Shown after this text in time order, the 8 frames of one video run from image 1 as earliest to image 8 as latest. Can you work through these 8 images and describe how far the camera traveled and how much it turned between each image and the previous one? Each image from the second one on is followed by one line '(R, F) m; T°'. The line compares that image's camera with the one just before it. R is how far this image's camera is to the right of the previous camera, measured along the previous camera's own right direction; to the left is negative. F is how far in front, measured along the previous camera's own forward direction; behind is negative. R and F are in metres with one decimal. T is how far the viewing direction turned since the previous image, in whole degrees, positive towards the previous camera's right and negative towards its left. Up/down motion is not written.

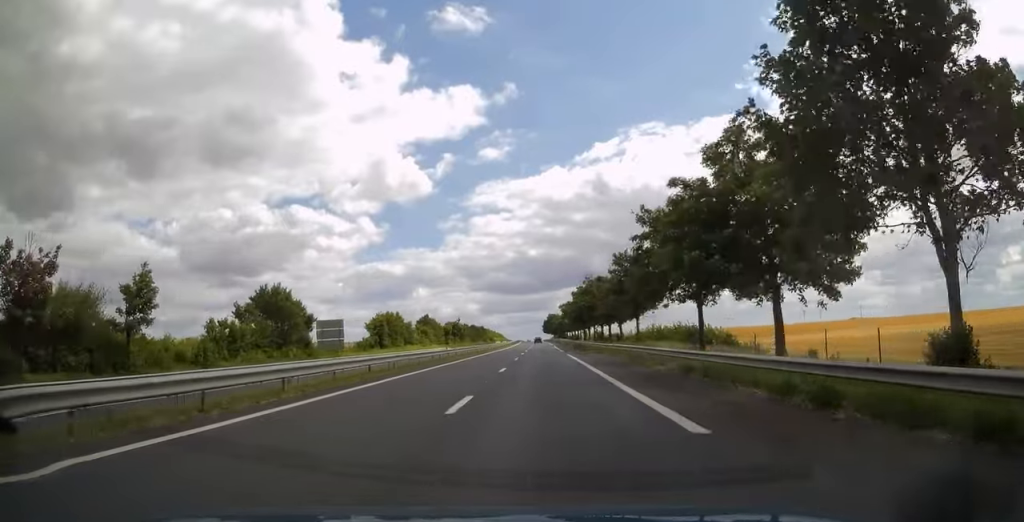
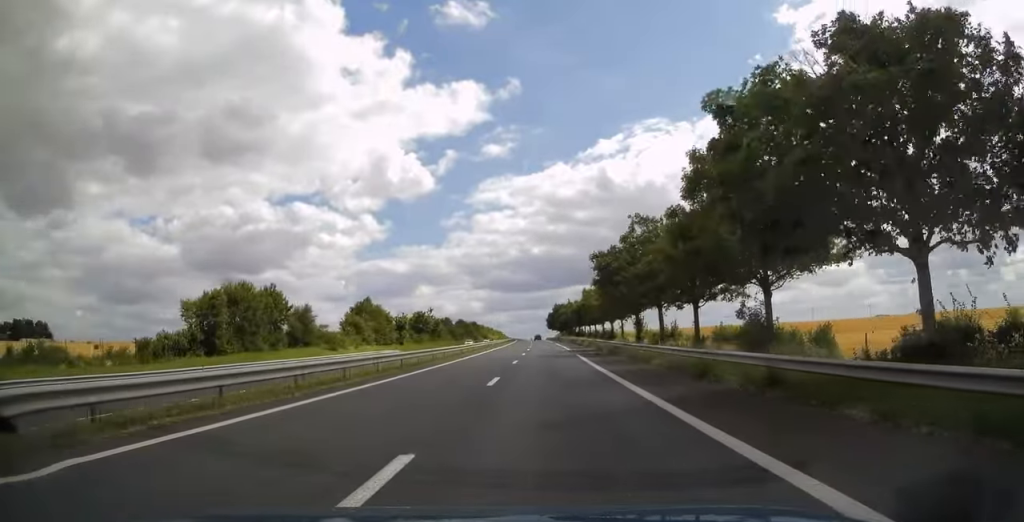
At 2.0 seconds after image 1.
(-0.1, +59.8) m; 0°
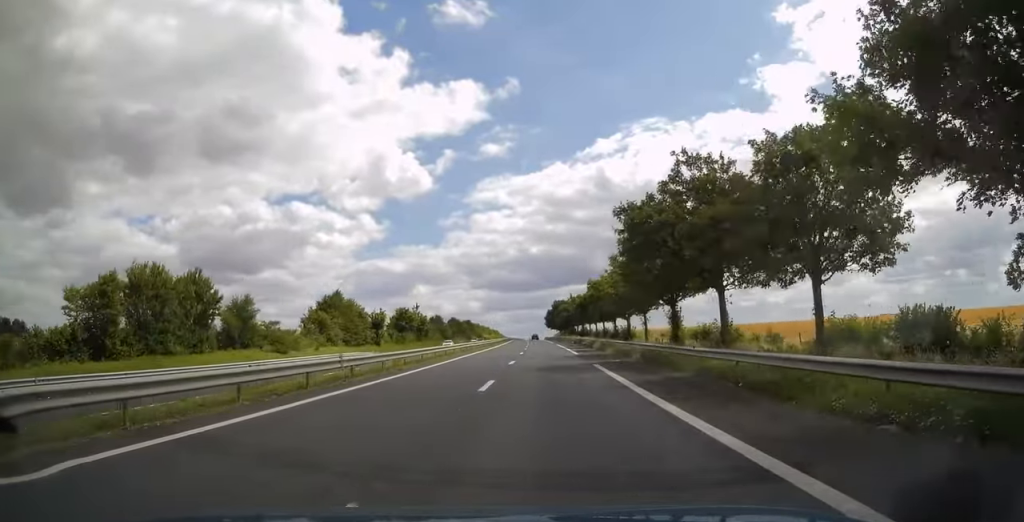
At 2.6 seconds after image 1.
(0.0, +15.2) m; 0°
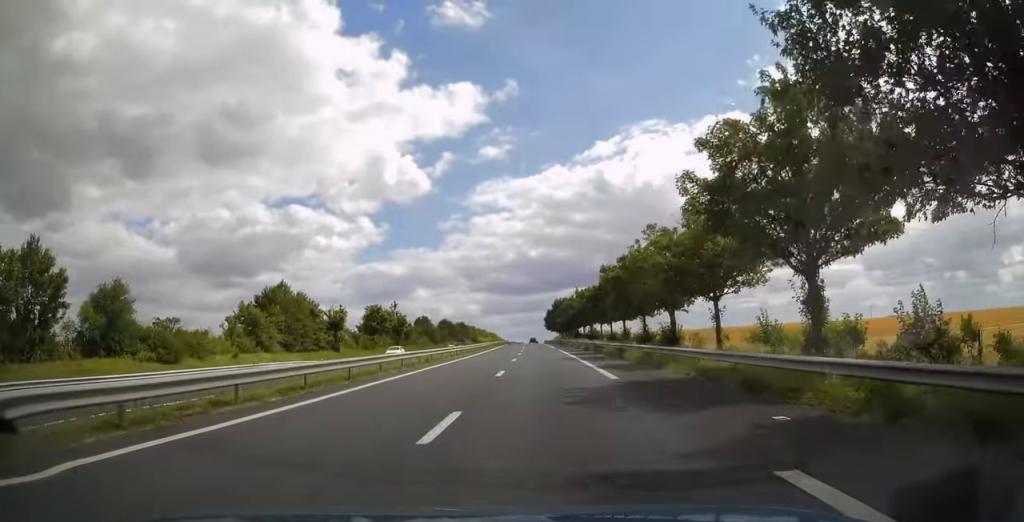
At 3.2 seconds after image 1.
(0.0, +20.0) m; 0°
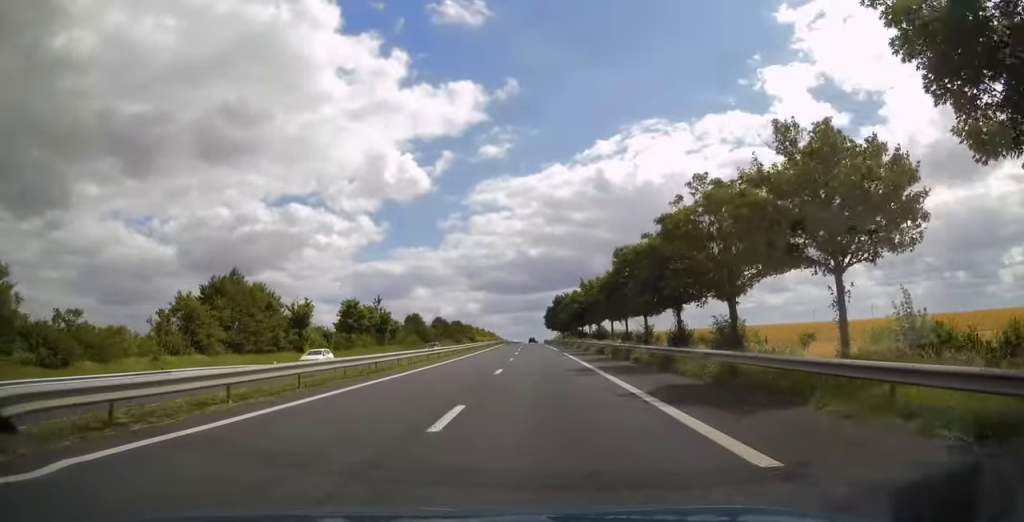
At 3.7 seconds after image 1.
(0.0, +12.2) m; 0°
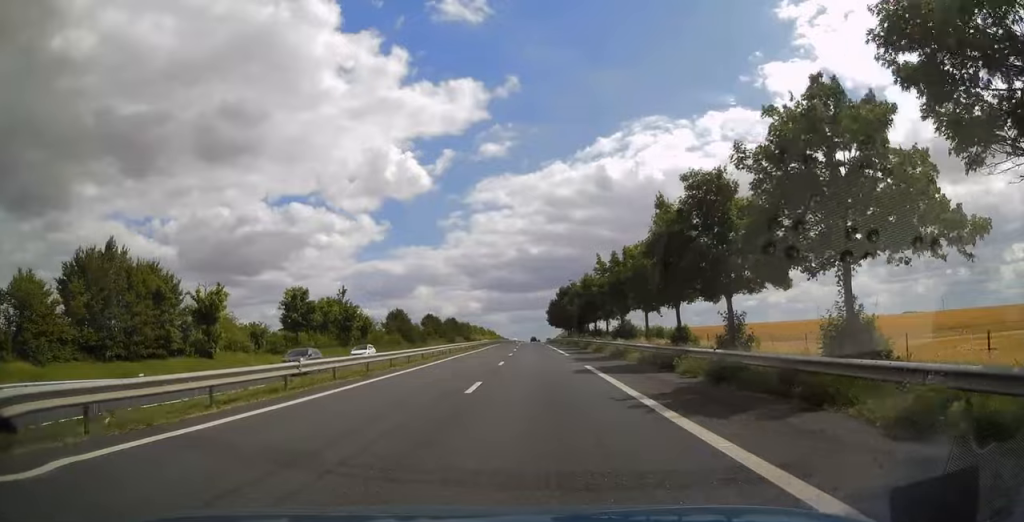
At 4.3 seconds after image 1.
(+0.1, +20.5) m; 0°
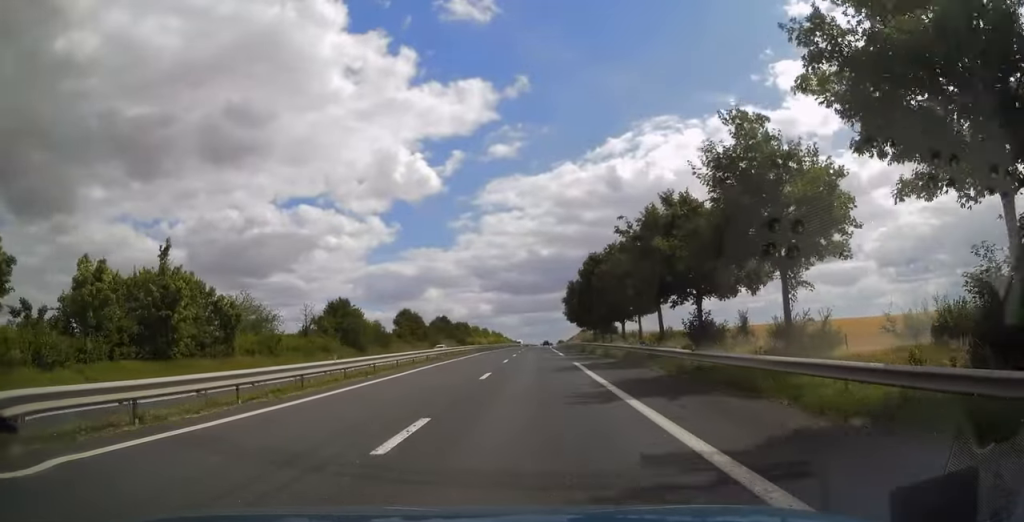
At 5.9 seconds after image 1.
(-0.3, +46.4) m; -1°
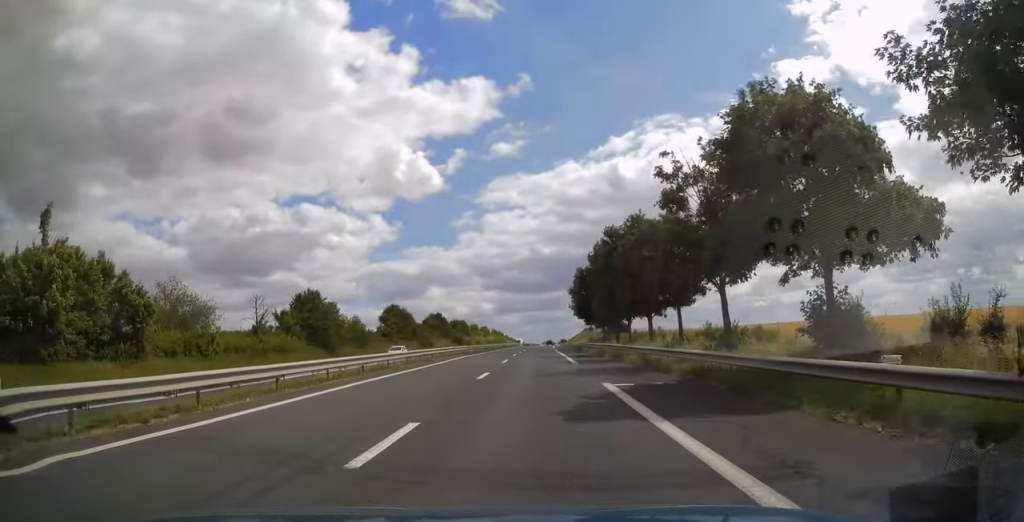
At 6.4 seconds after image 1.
(0.0, +13.7) m; 0°
